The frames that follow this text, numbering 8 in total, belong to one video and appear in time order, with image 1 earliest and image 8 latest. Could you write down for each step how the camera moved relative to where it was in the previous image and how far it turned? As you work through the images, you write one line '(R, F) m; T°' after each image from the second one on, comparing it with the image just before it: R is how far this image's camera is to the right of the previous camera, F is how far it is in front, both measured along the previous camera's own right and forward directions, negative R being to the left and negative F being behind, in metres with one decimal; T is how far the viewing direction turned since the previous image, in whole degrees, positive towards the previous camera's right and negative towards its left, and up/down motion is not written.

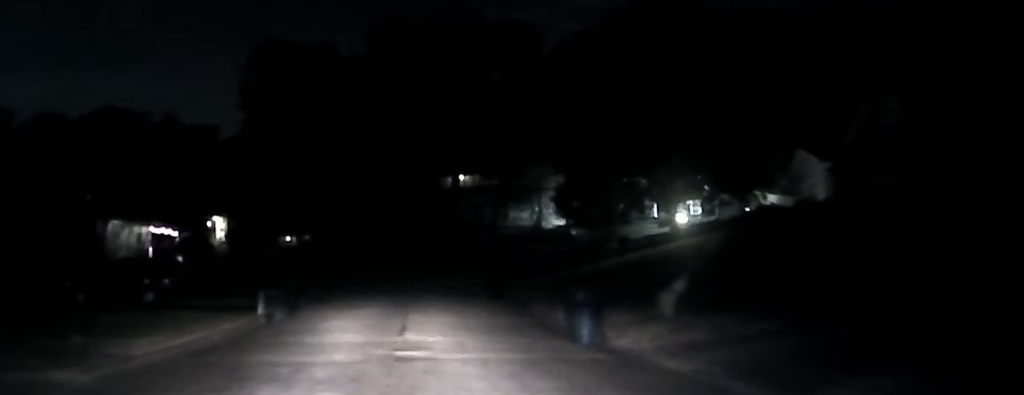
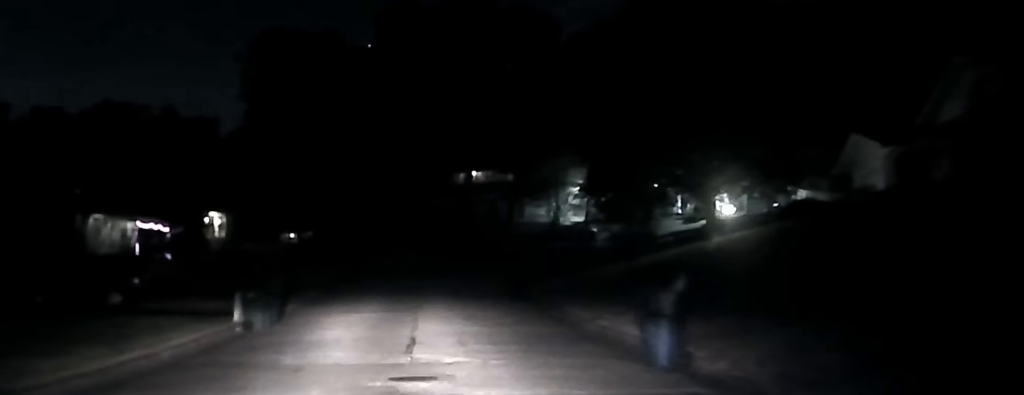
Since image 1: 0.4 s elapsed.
(+0.1, +4.4) m; 0°
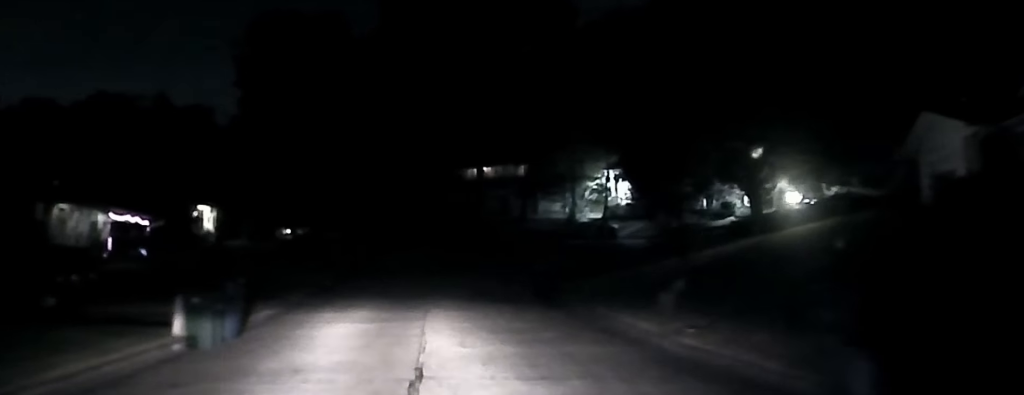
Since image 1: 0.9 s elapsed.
(0.0, +5.2) m; 0°
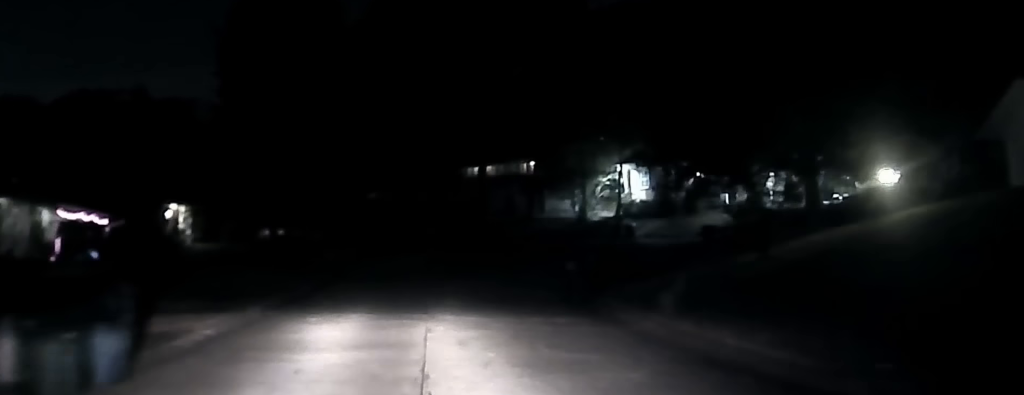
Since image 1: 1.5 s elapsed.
(0.0, +6.4) m; 0°
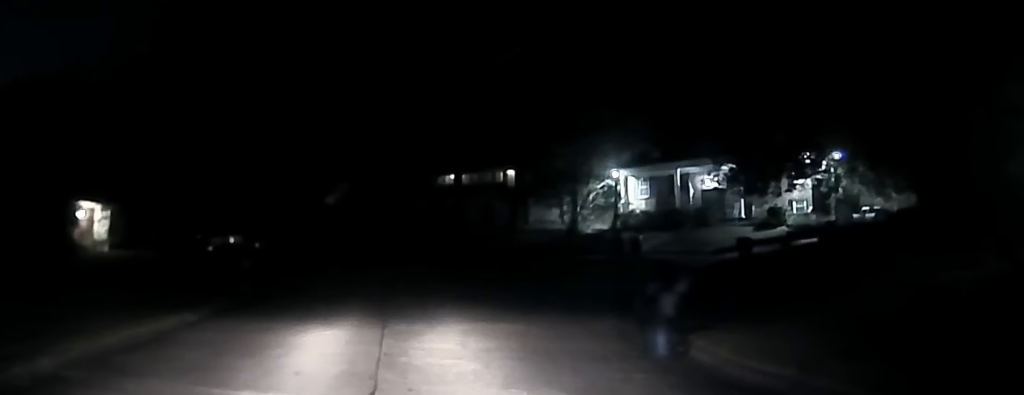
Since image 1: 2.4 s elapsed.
(-0.1, +11.2) m; +2°
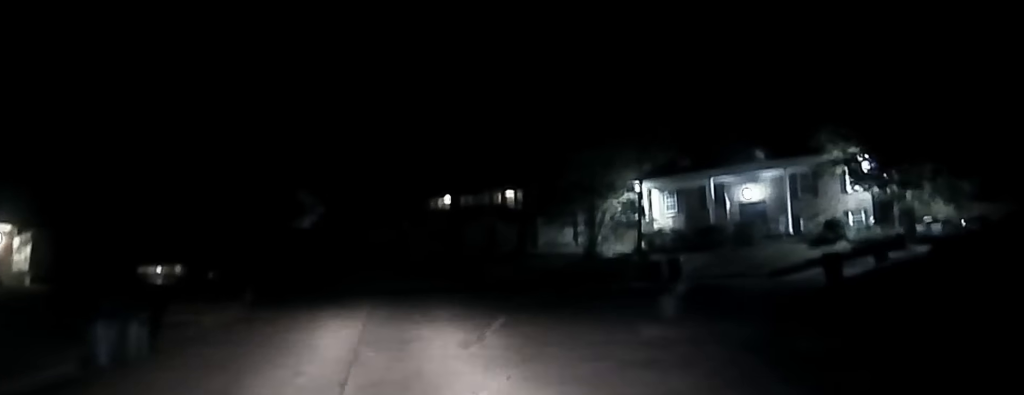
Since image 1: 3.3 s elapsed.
(+0.5, +9.7) m; +3°
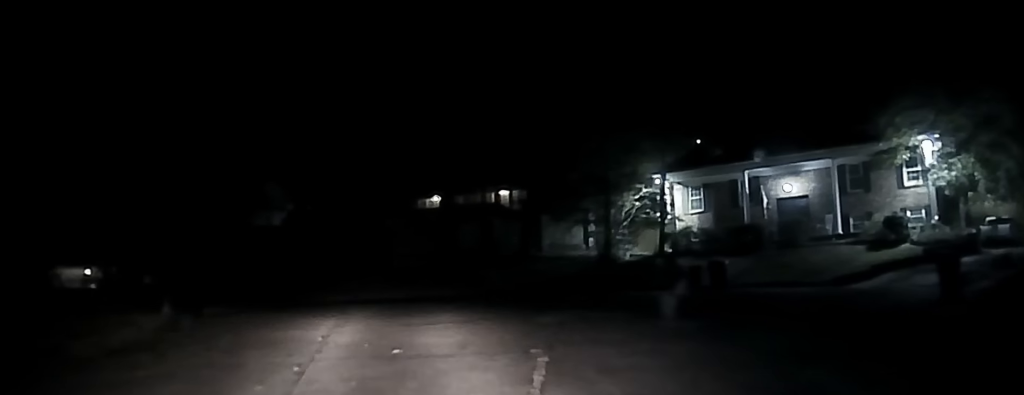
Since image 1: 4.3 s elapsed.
(0.0, +8.0) m; +3°
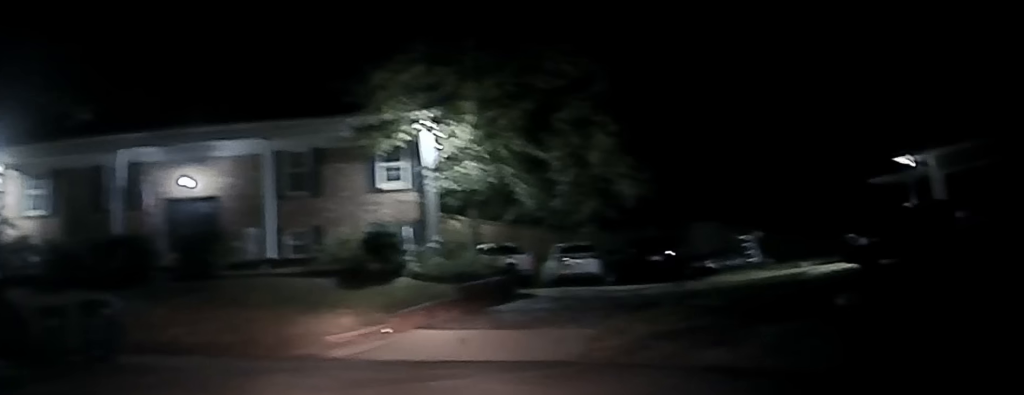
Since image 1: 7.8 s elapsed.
(+7.0, +14.0) m; +29°
